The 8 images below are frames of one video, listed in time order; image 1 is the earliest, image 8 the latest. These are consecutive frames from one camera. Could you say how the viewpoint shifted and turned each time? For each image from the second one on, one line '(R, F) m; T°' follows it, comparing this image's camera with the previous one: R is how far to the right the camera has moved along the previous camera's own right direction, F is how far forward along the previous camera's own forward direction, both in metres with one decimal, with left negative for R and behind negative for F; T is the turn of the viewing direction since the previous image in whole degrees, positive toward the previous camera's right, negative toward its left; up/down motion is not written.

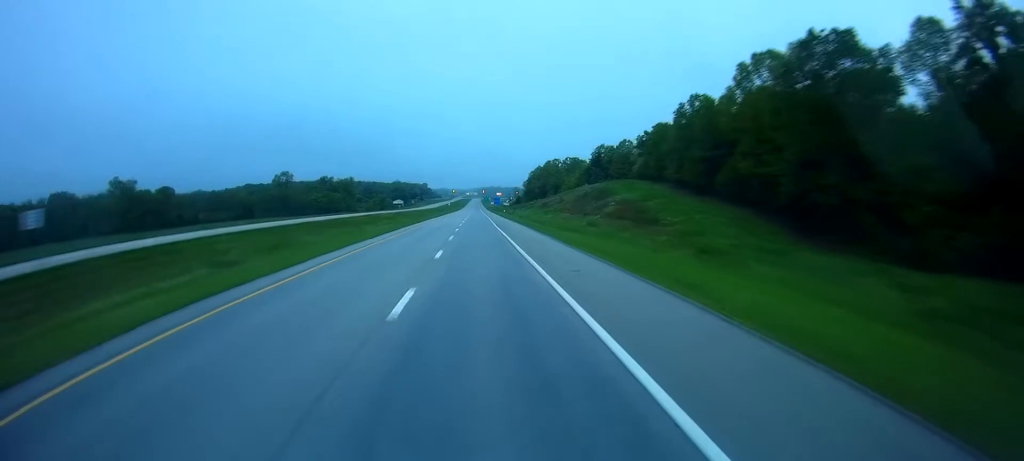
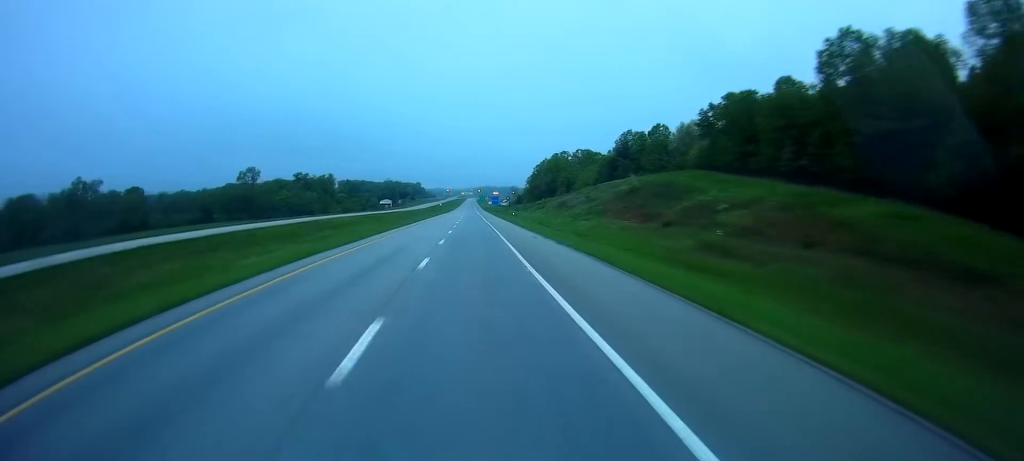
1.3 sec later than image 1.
(-0.1, +39.7) m; -1°
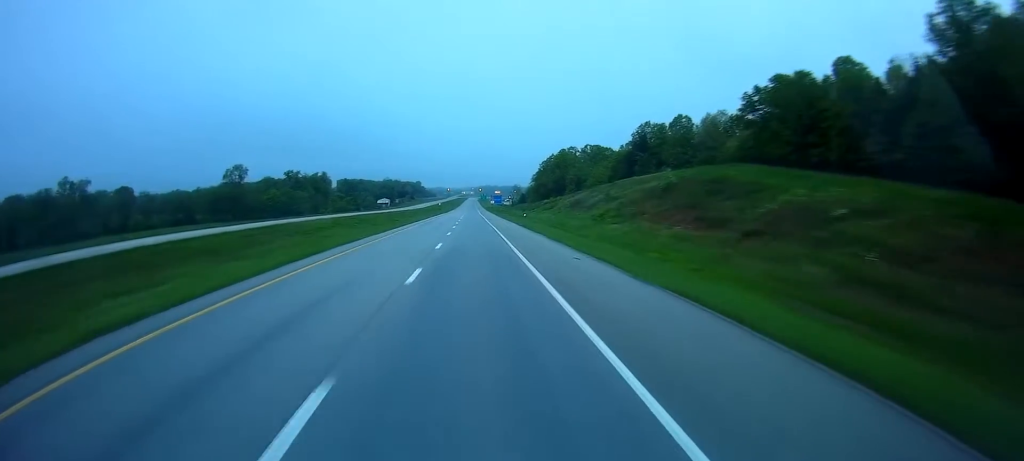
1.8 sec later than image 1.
(-0.2, +15.7) m; 0°
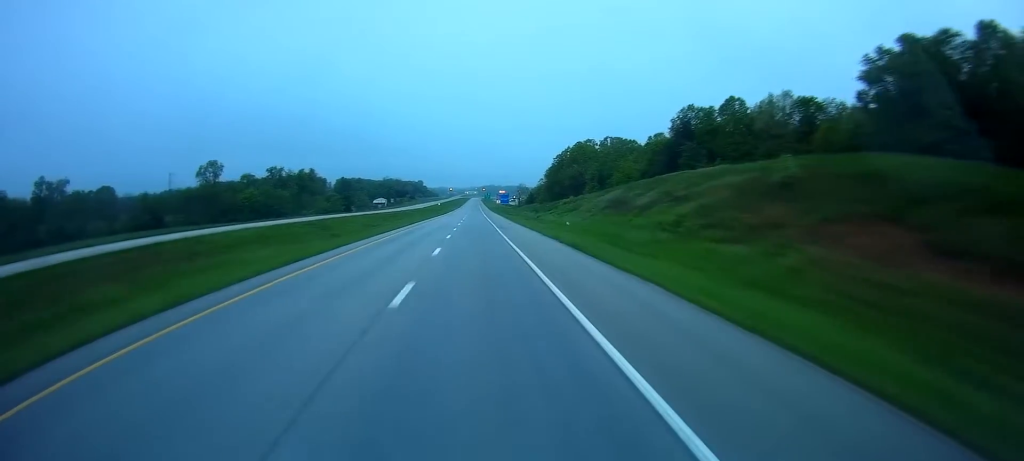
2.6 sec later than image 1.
(+0.4, +27.2) m; +1°
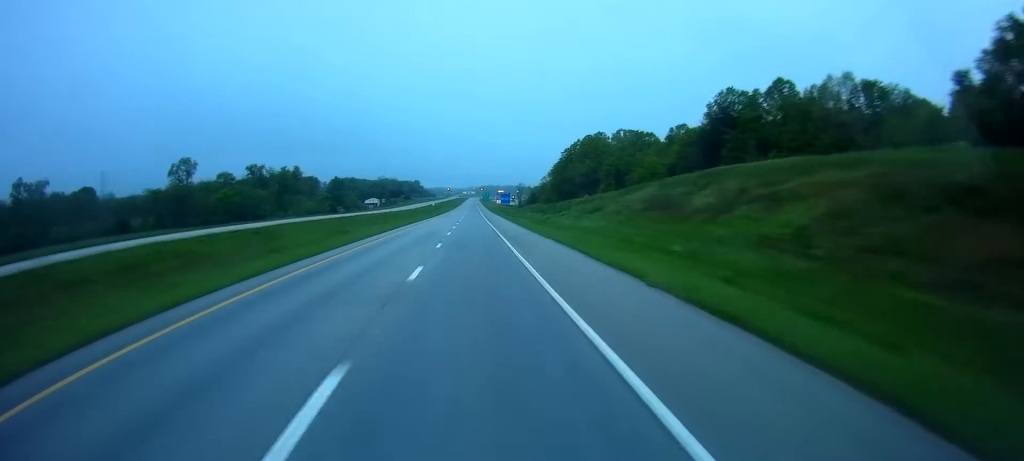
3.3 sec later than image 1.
(0.0, +19.9) m; 0°
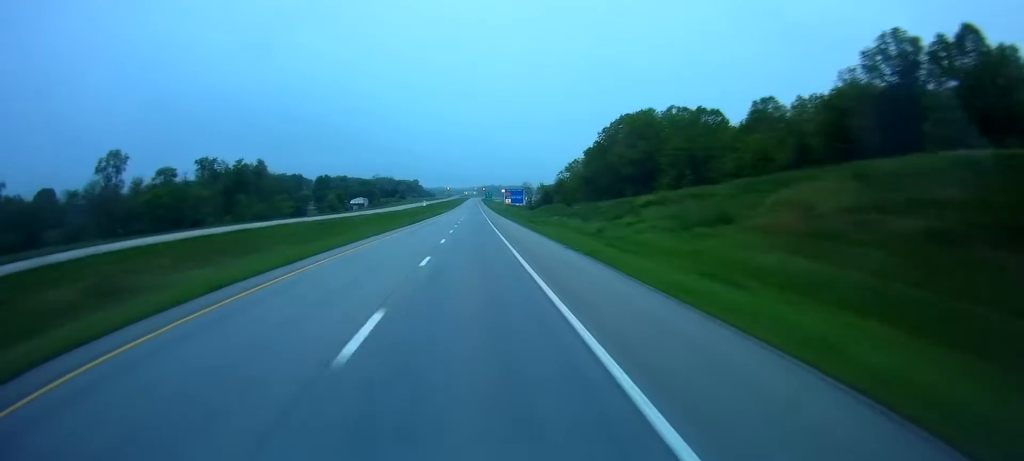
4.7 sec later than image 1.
(0.0, +44.1) m; 0°
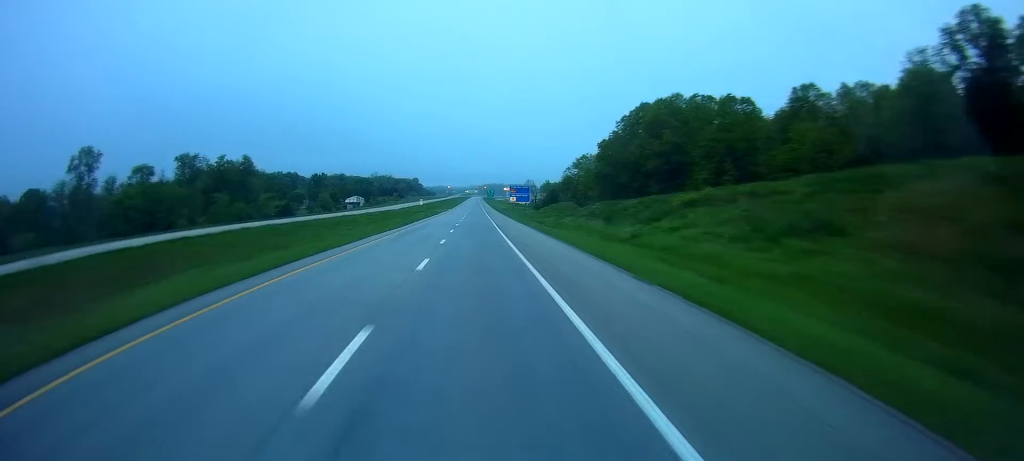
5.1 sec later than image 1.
(-0.1, +13.7) m; 0°
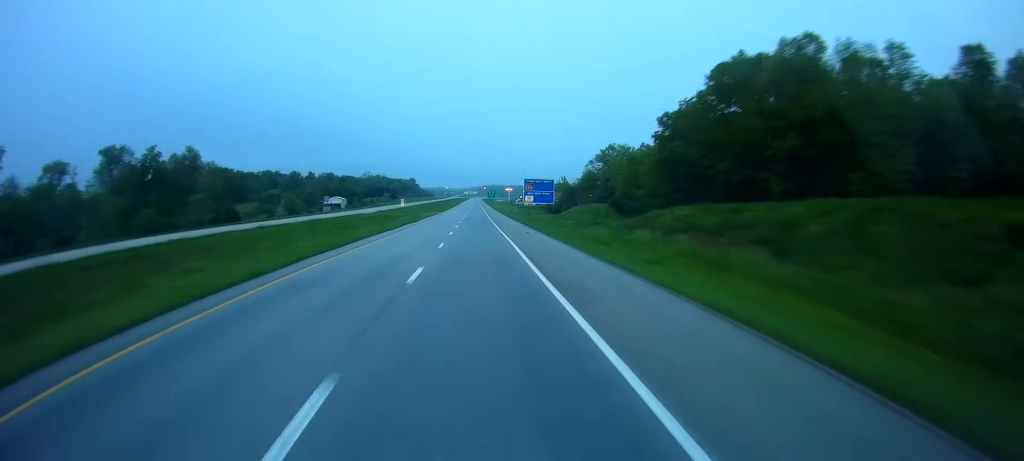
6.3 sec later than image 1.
(-0.2, +38.9) m; 0°
